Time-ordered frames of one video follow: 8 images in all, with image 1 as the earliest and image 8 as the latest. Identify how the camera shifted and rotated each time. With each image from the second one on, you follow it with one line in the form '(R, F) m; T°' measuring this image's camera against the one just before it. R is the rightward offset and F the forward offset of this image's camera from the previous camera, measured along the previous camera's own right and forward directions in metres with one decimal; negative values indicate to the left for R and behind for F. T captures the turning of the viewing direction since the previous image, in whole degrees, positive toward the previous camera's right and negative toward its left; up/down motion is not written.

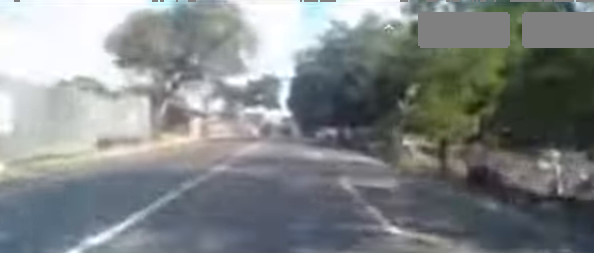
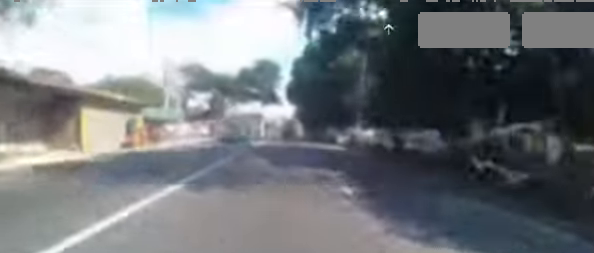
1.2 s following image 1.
(+0.5, +16.6) m; 0°
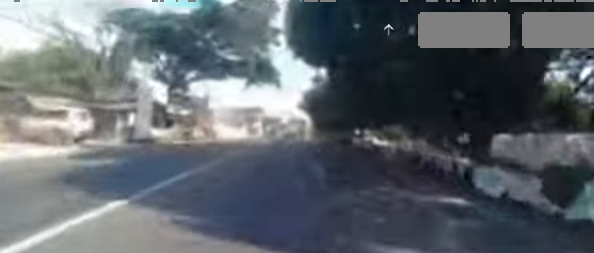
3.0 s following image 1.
(-0.1, +24.8) m; 0°
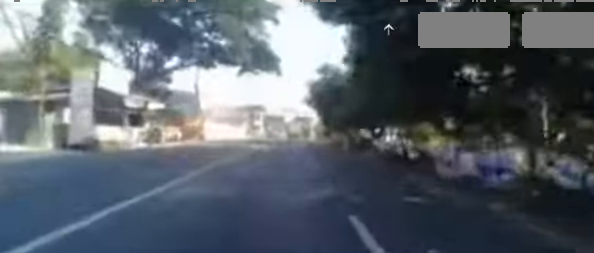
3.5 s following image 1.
(0.0, +6.1) m; 0°
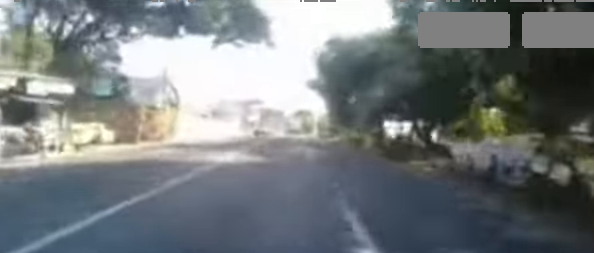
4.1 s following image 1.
(-0.3, +8.3) m; -2°
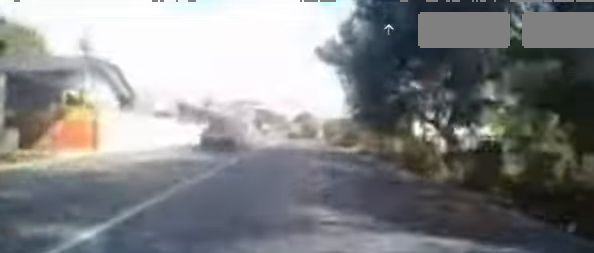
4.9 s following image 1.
(-0.1, +11.0) m; -1°
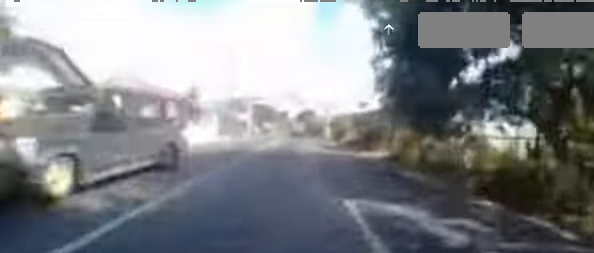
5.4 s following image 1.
(0.0, +6.6) m; 0°
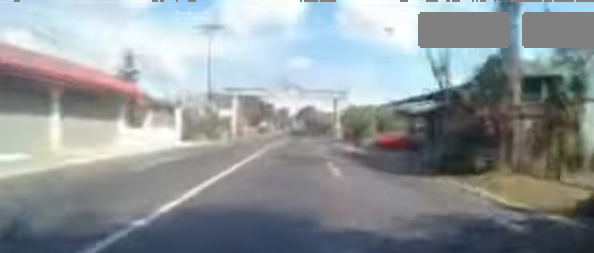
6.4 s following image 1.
(+0.1, +12.1) m; 0°
